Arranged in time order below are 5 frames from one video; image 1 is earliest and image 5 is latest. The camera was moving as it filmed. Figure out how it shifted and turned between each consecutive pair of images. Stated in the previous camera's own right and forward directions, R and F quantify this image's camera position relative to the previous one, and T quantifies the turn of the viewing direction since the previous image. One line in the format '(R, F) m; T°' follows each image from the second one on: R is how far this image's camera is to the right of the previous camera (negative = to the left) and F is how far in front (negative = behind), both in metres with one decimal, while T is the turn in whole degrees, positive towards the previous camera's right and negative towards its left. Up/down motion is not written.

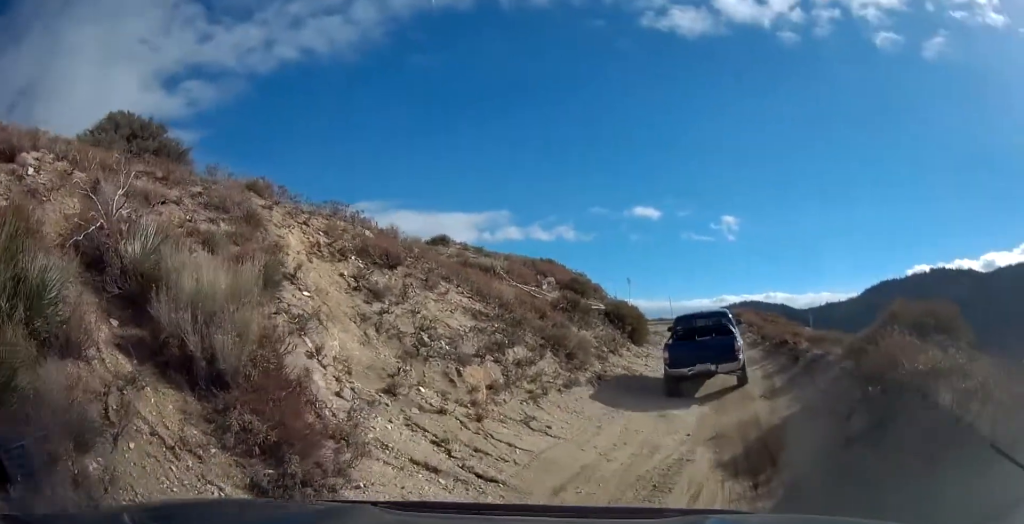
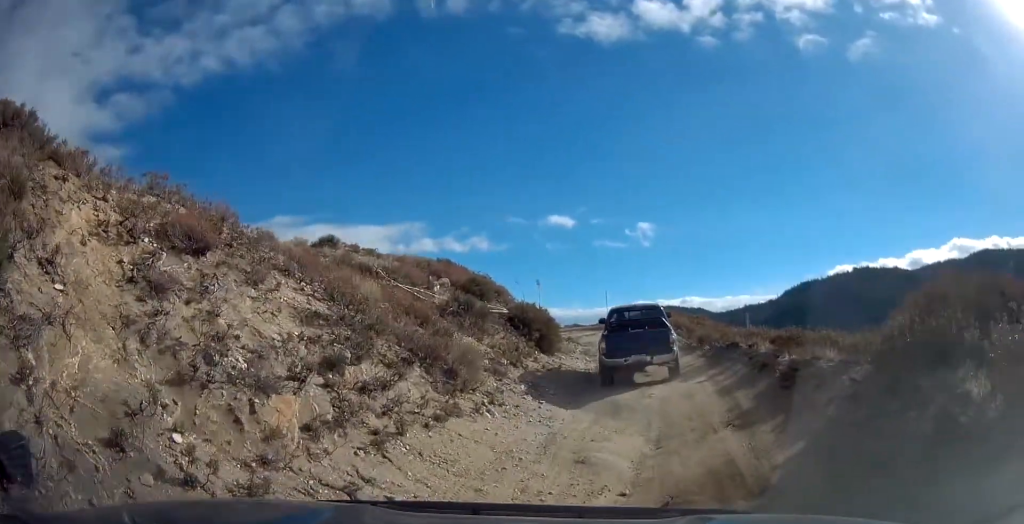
(0.0, +4.0) m; +10°
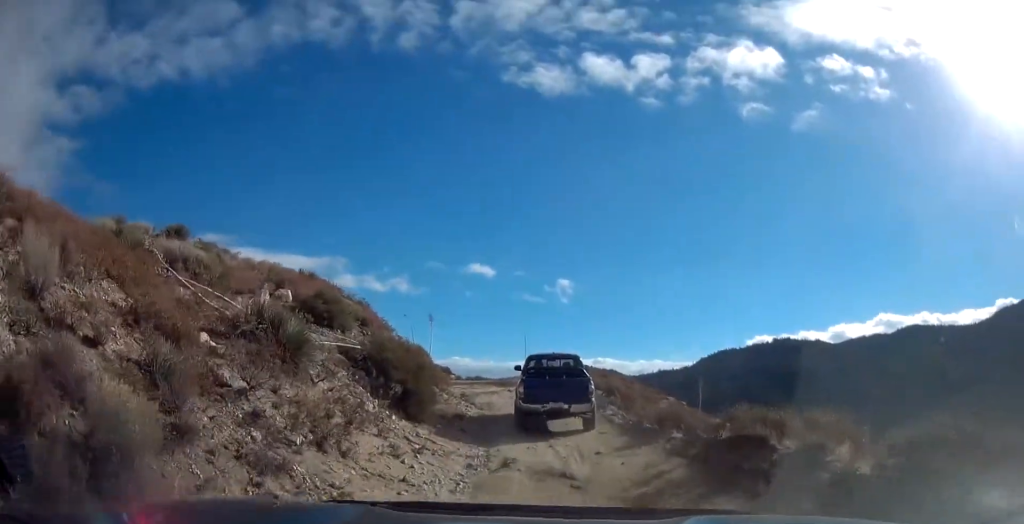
(+0.7, +6.9) m; +6°
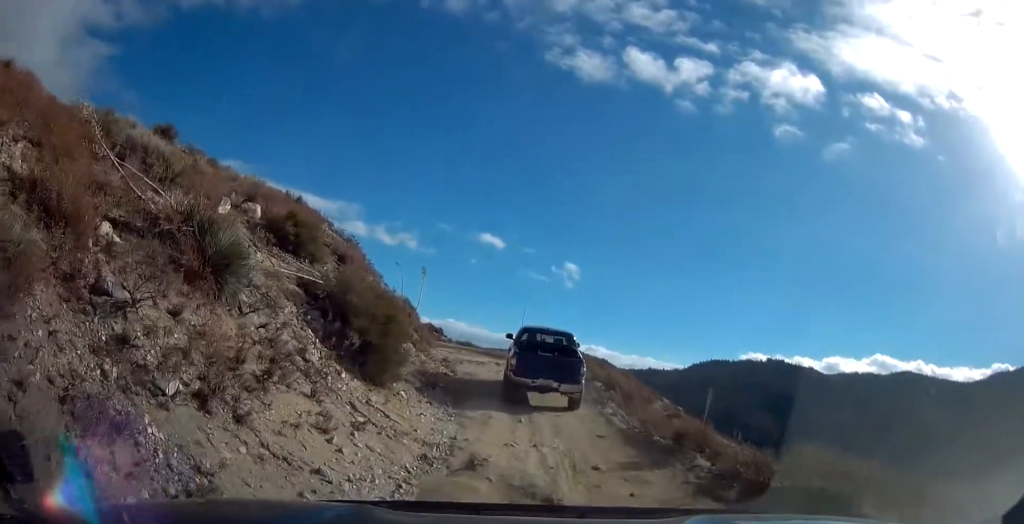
(+0.1, +2.6) m; -1°
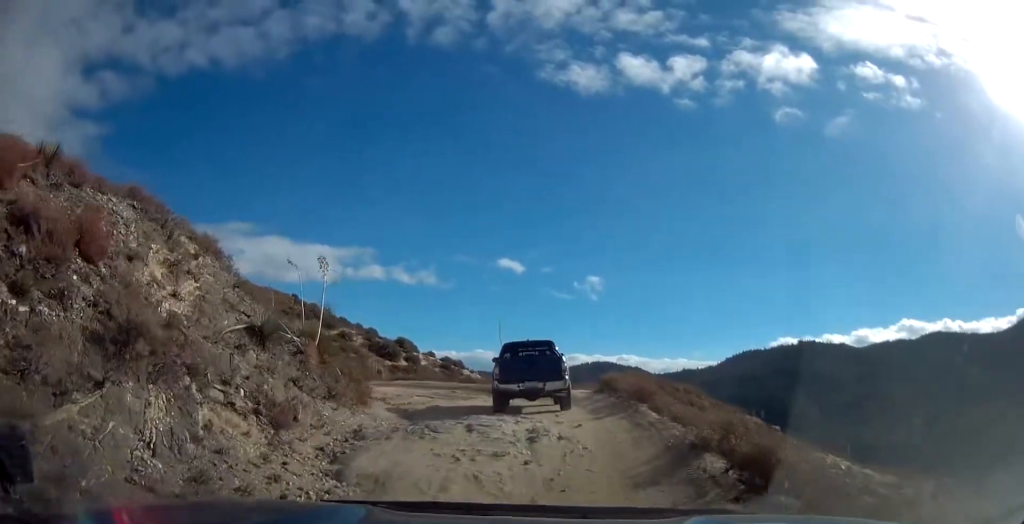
(+0.7, +11.7) m; +6°
